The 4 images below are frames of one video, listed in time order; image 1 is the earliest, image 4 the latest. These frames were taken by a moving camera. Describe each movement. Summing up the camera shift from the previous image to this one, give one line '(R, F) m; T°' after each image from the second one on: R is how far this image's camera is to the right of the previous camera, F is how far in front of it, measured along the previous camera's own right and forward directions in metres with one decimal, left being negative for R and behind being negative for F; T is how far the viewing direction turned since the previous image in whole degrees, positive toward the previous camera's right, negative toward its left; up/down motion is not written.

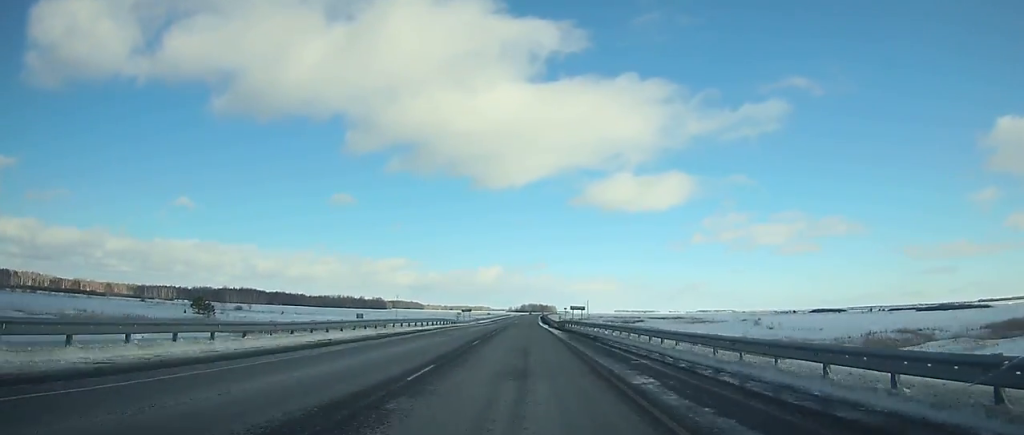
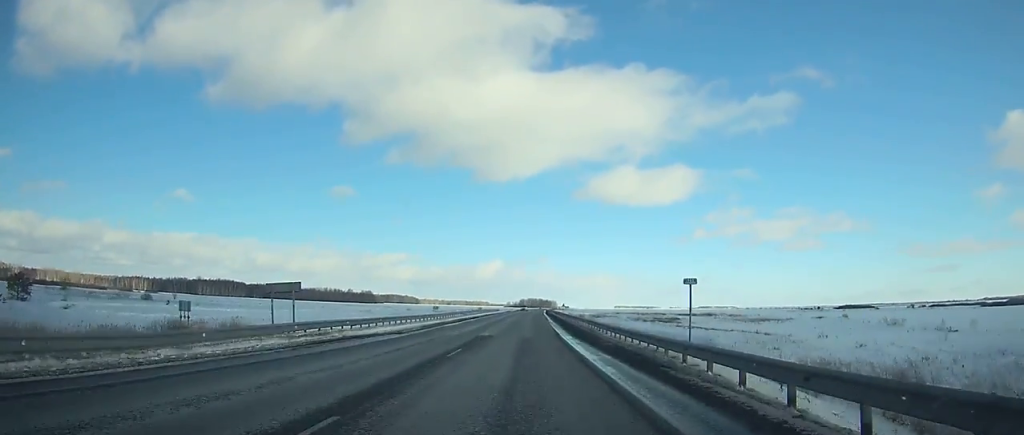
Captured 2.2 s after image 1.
(-0.1, +70.5) m; 0°
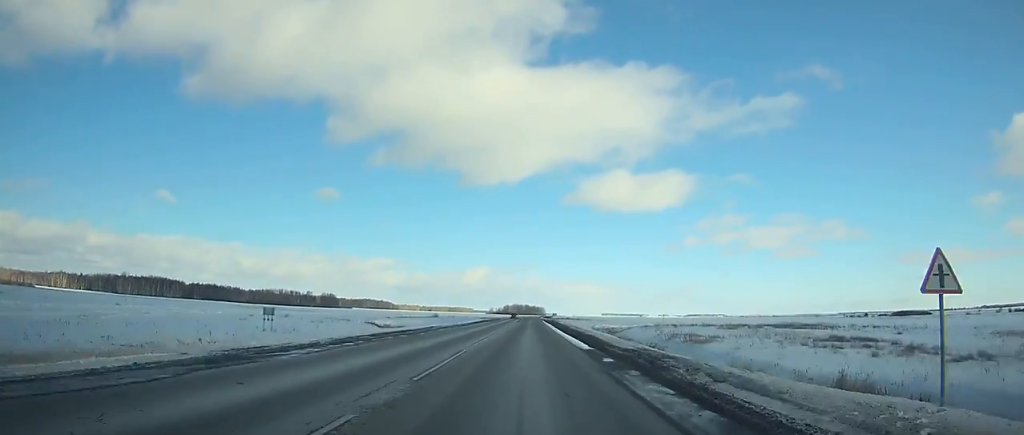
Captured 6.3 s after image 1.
(+0.7, +130.2) m; +1°
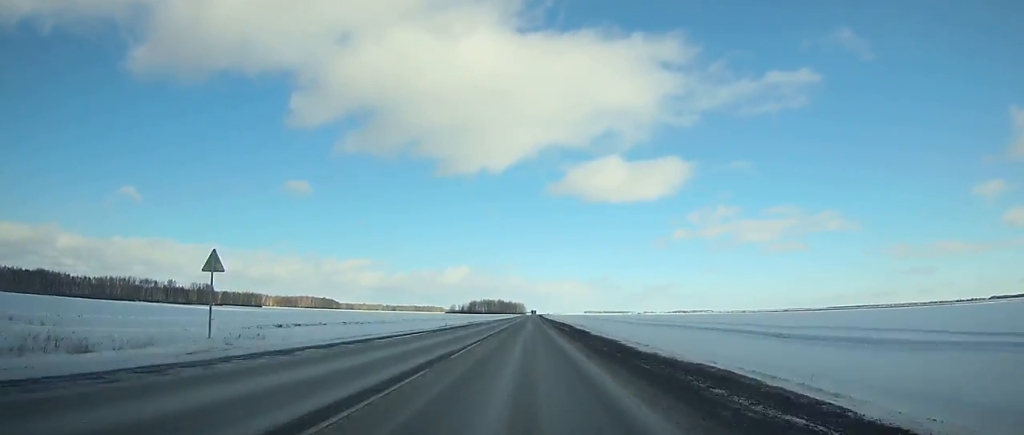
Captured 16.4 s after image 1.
(+8.2, +307.8) m; +2°
